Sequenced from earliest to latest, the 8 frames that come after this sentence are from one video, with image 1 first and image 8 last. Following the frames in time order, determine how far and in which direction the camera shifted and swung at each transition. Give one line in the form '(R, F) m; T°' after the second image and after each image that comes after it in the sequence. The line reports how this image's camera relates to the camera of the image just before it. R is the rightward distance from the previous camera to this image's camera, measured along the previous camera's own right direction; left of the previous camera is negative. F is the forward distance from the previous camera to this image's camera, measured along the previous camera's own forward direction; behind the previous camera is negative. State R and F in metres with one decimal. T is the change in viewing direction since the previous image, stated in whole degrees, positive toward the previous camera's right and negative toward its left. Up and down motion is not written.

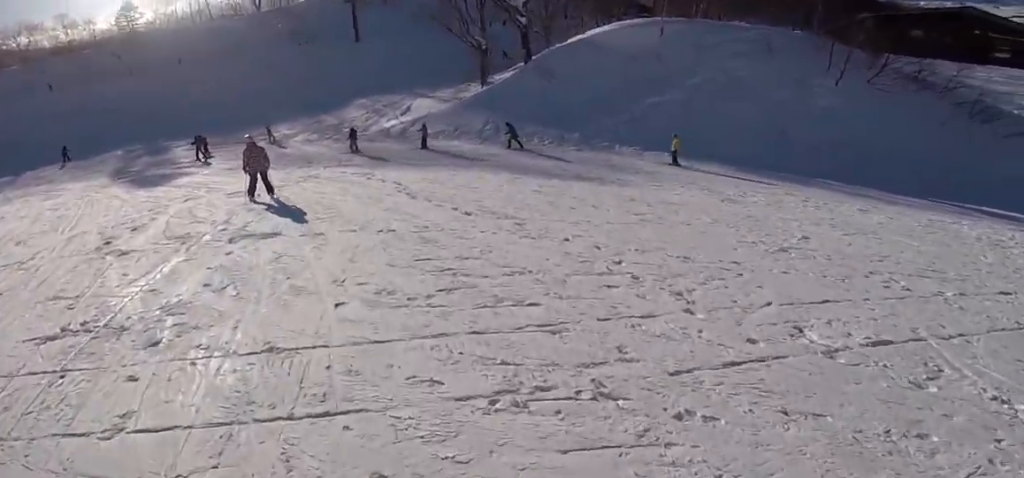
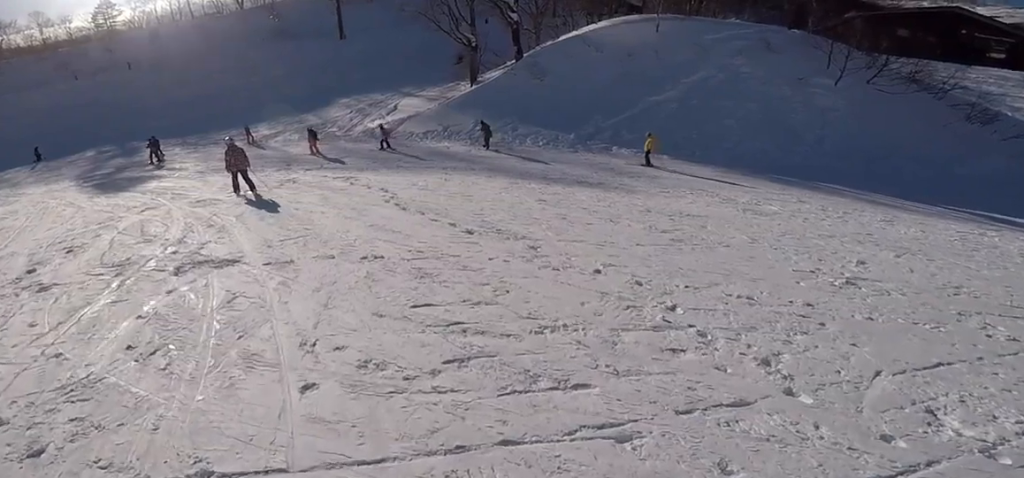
(+0.5, +1.8) m; -1°
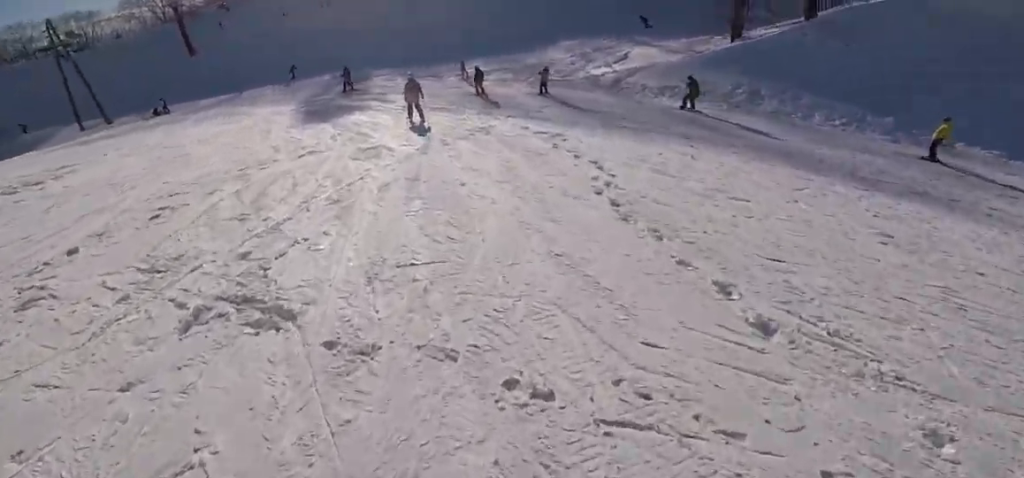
(-0.5, +4.0) m; -16°
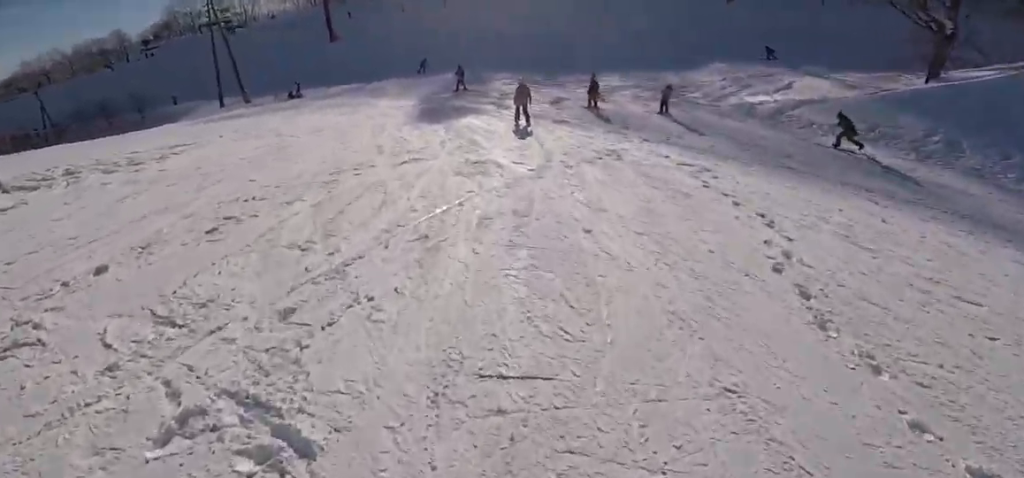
(-0.1, +1.8) m; -3°
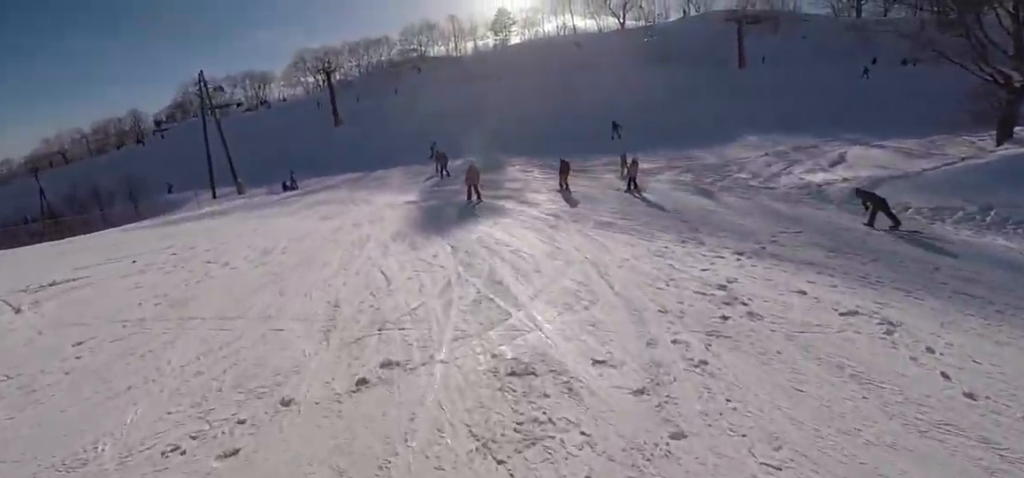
(0.0, +6.1) m; 0°
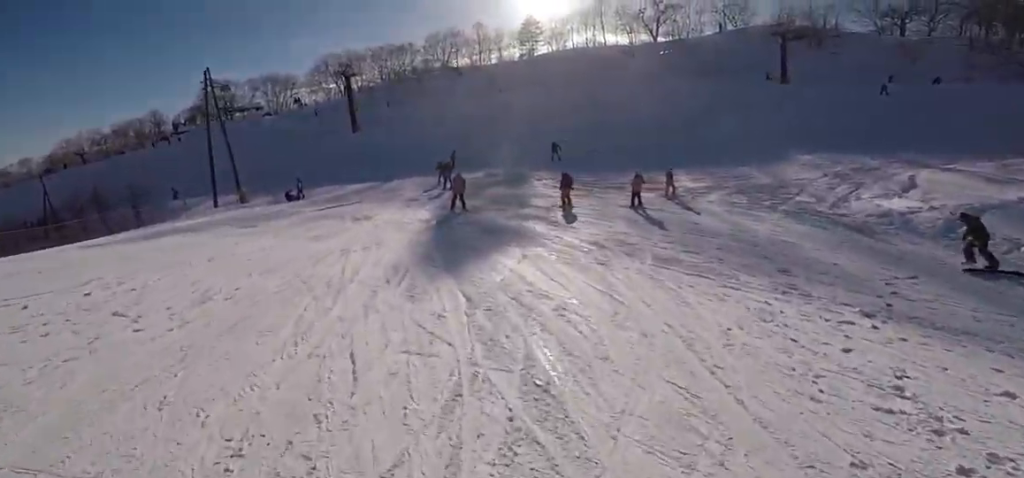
(0.0, +3.4) m; -1°
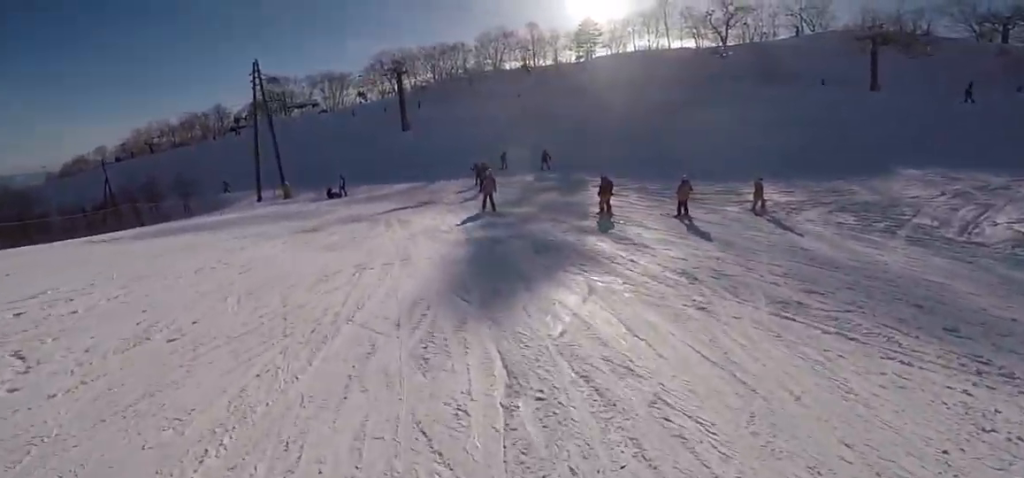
(0.0, +2.5) m; -2°
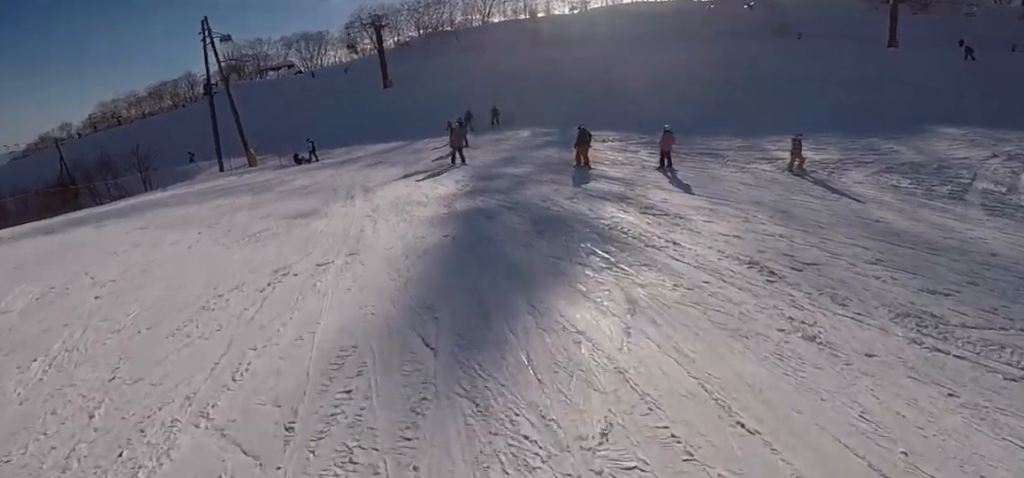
(-0.1, +2.8) m; -5°
